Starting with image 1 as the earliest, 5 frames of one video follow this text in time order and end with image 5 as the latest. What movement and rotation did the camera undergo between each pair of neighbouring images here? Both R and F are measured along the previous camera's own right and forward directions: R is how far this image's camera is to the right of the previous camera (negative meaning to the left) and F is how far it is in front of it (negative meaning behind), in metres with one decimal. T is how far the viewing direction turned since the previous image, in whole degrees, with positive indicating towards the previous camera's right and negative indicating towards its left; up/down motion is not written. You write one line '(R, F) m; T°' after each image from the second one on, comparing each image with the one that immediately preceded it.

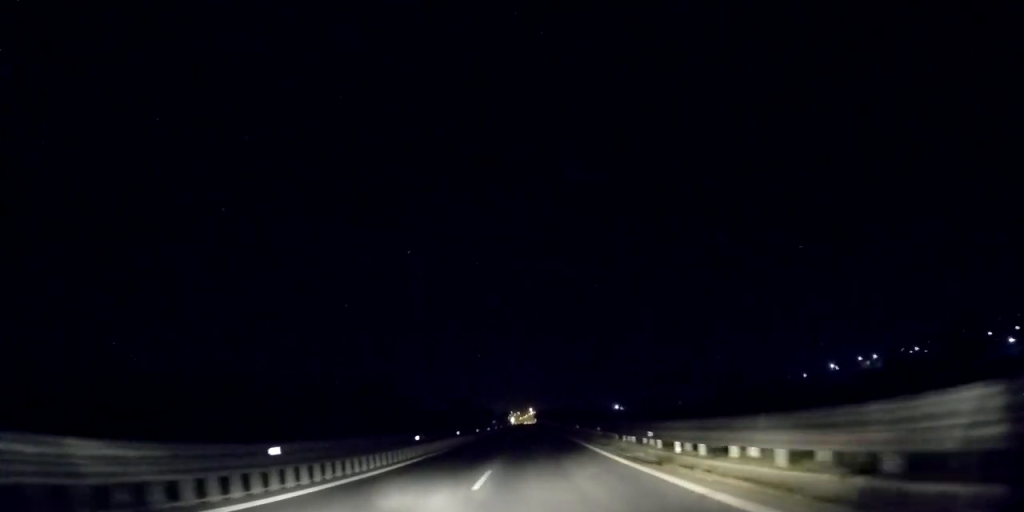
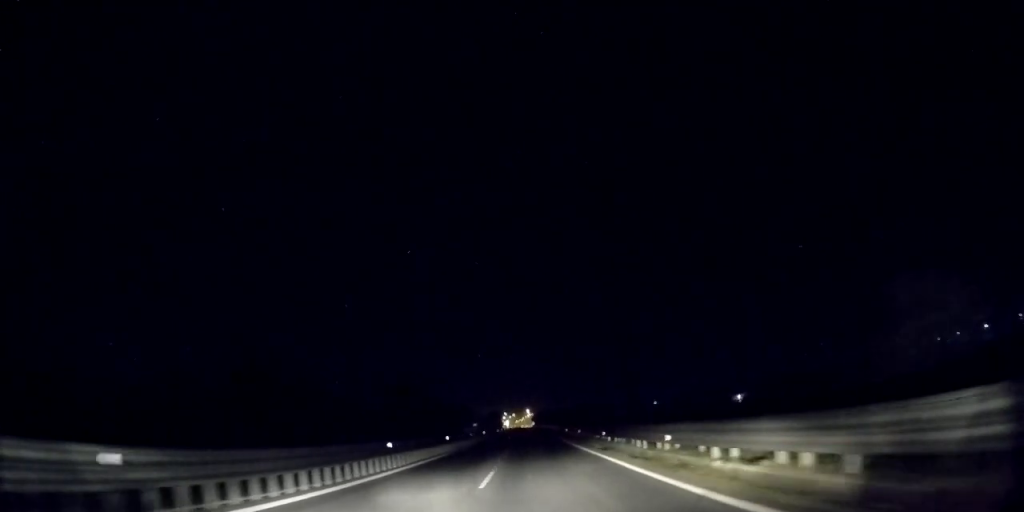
(0.0, +86.3) m; +1°
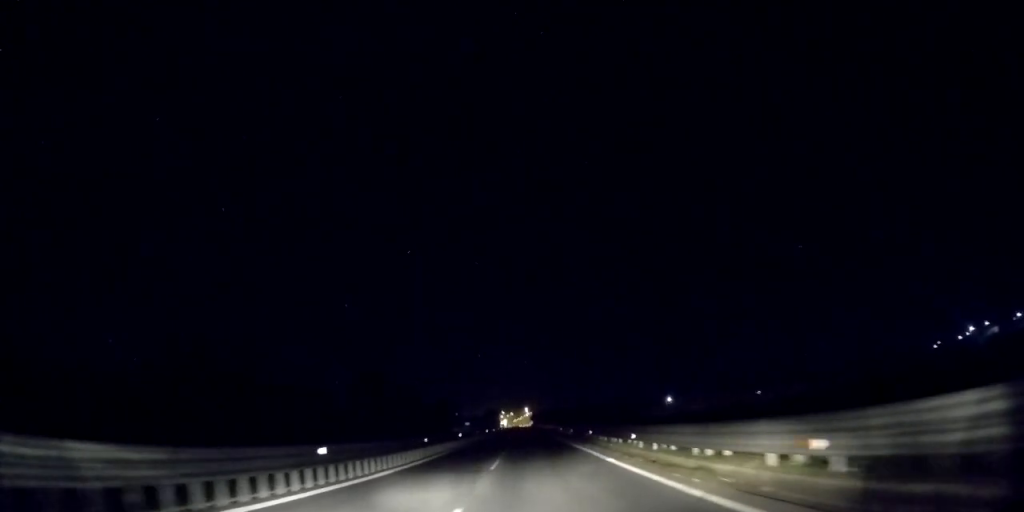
(0.0, +20.2) m; 0°
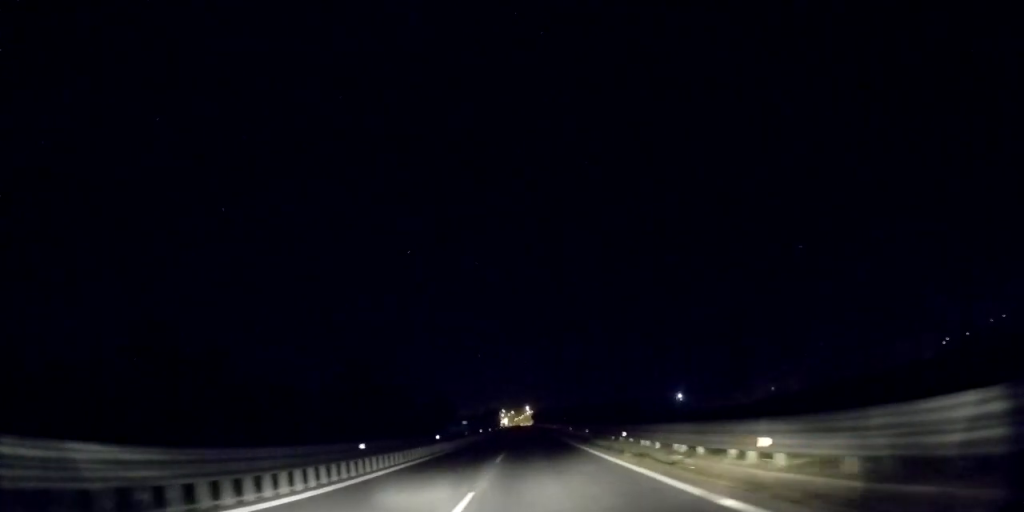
(0.0, +10.3) m; 0°
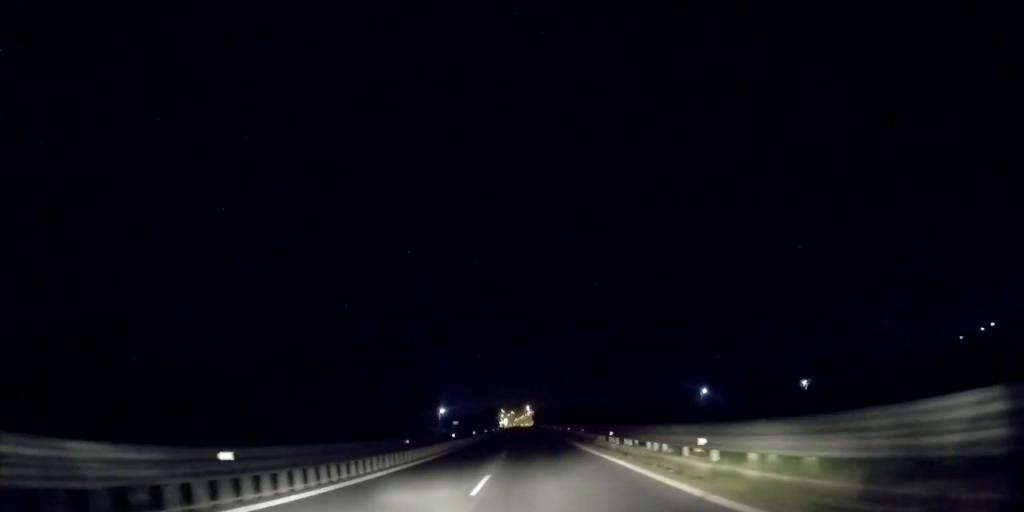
(0.0, +21.1) m; 0°
